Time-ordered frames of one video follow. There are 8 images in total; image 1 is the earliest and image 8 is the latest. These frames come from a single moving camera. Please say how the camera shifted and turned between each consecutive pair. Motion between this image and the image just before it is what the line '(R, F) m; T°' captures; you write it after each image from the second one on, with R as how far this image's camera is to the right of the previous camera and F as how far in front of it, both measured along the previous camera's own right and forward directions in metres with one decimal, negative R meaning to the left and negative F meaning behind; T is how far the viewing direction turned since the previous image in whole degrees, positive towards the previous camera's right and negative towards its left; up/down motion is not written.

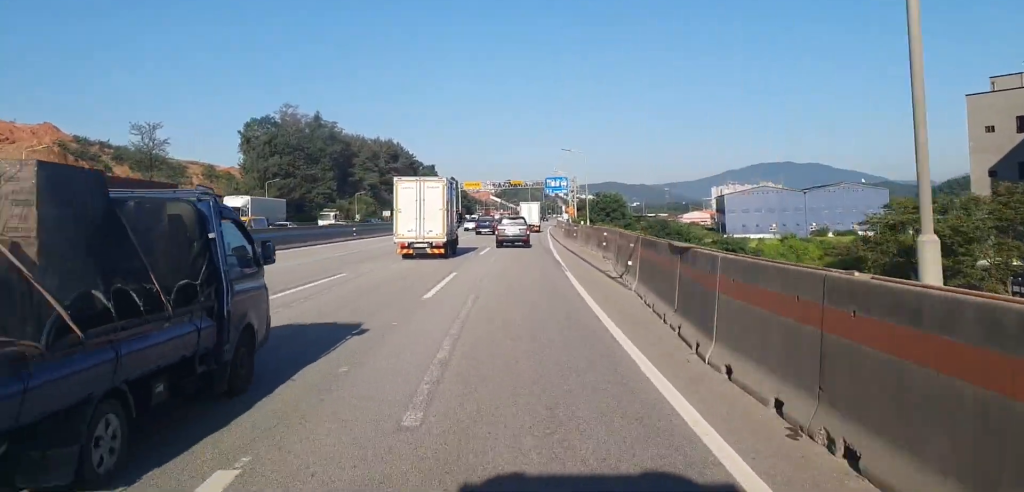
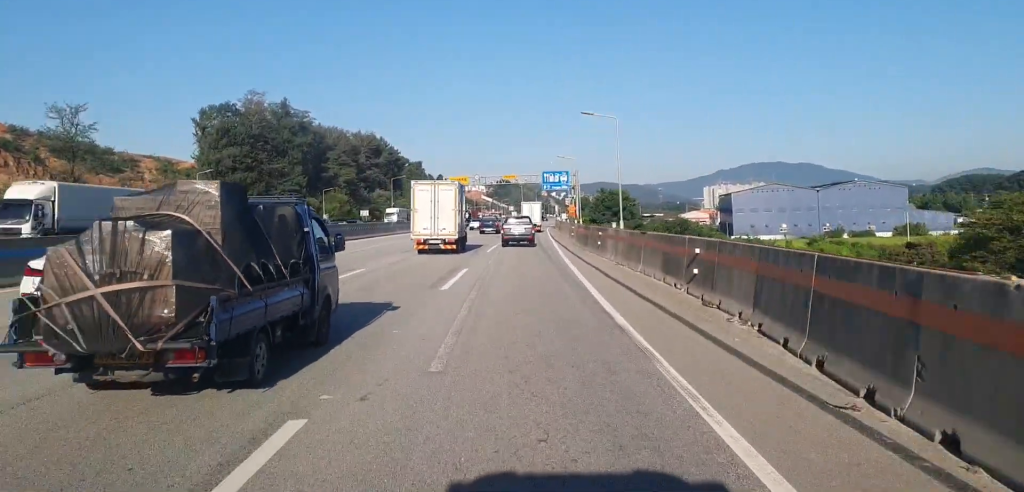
(-0.2, +18.2) m; 0°
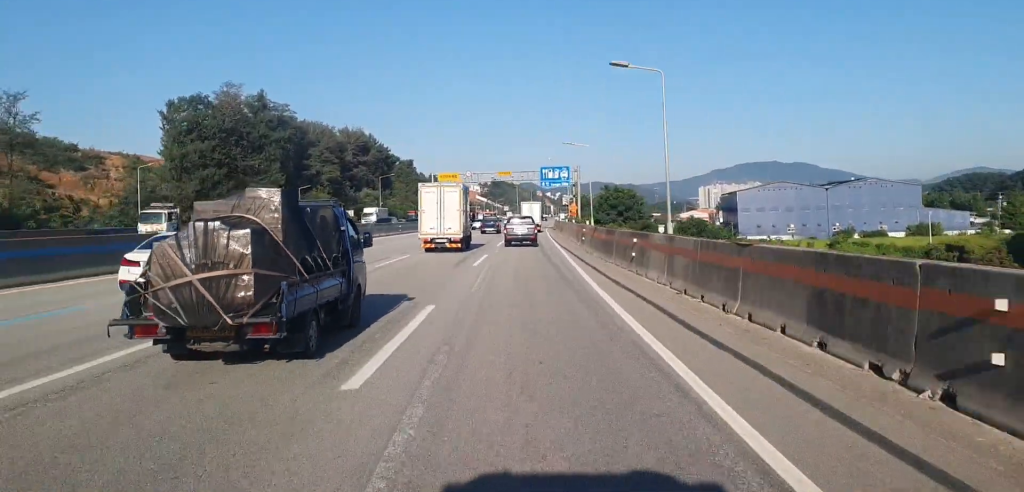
(-0.1, +10.1) m; 0°
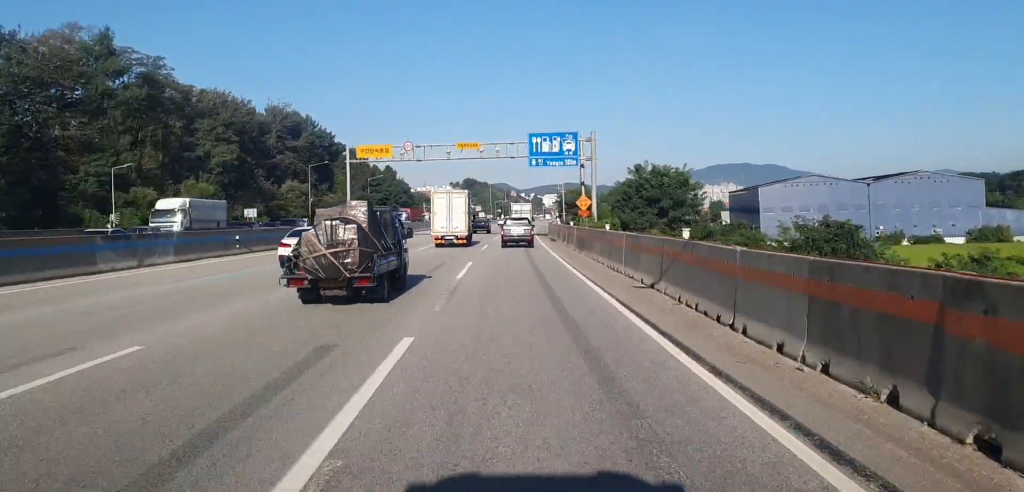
(+1.0, +43.3) m; +1°
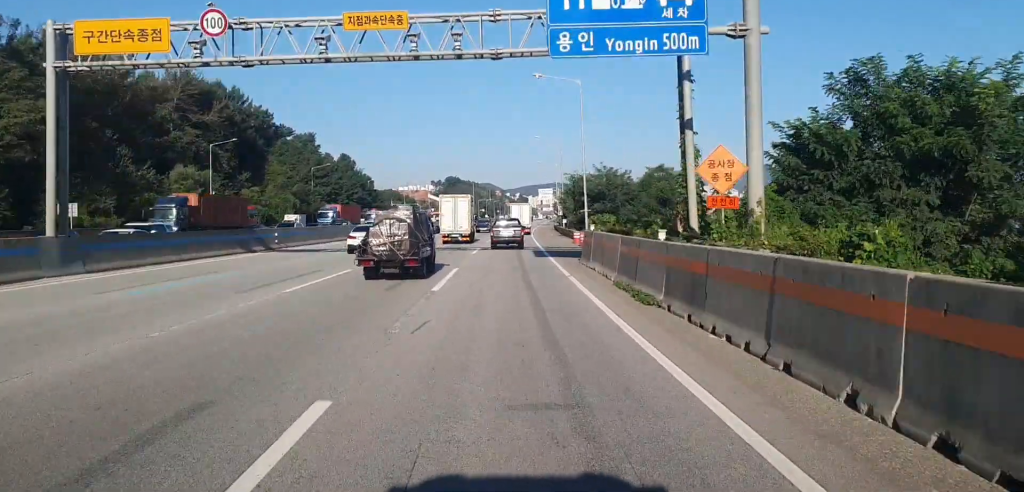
(+0.3, +42.0) m; +2°
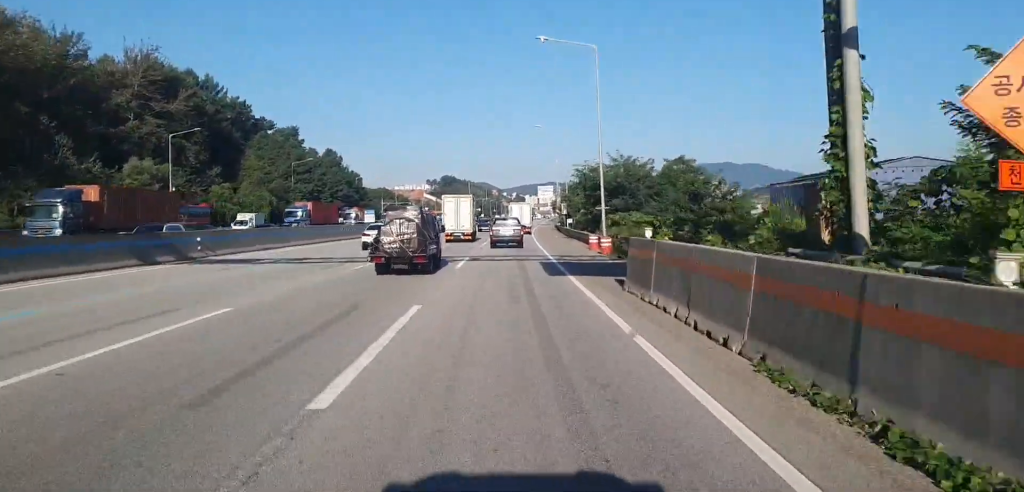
(+0.3, +11.8) m; 0°
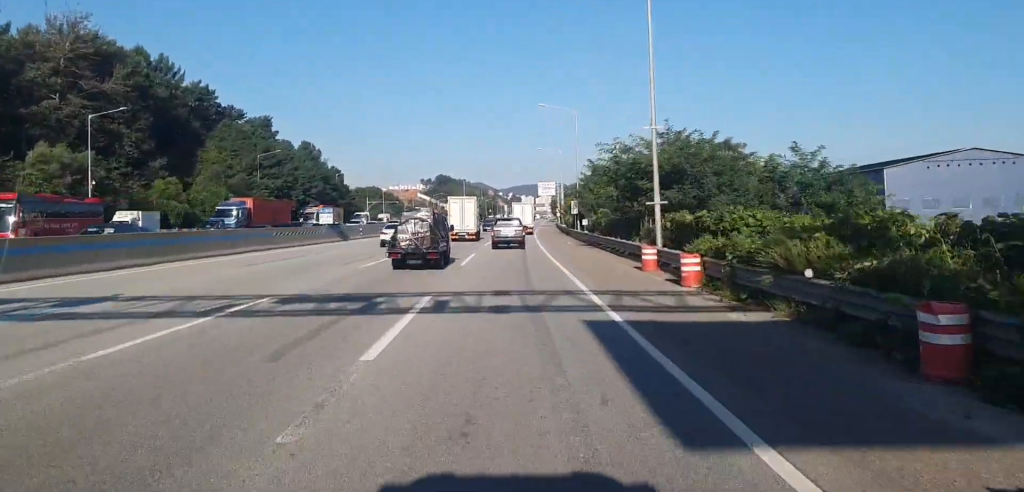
(-0.4, +17.4) m; 0°
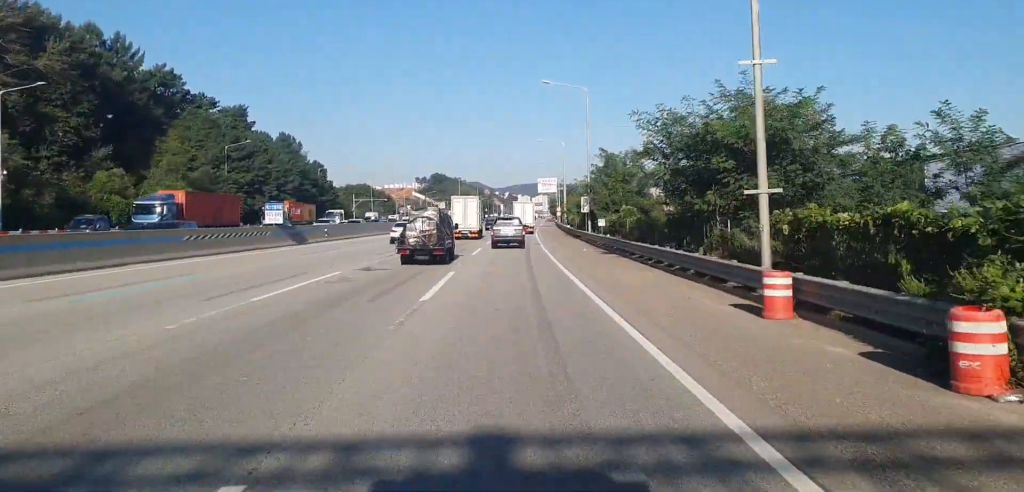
(+0.1, +12.5) m; +1°
